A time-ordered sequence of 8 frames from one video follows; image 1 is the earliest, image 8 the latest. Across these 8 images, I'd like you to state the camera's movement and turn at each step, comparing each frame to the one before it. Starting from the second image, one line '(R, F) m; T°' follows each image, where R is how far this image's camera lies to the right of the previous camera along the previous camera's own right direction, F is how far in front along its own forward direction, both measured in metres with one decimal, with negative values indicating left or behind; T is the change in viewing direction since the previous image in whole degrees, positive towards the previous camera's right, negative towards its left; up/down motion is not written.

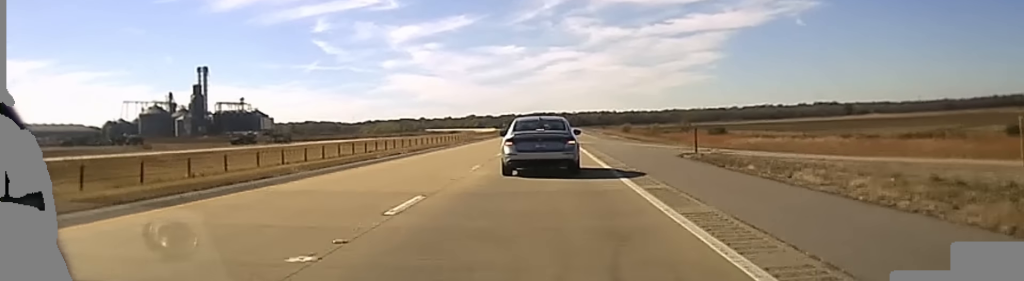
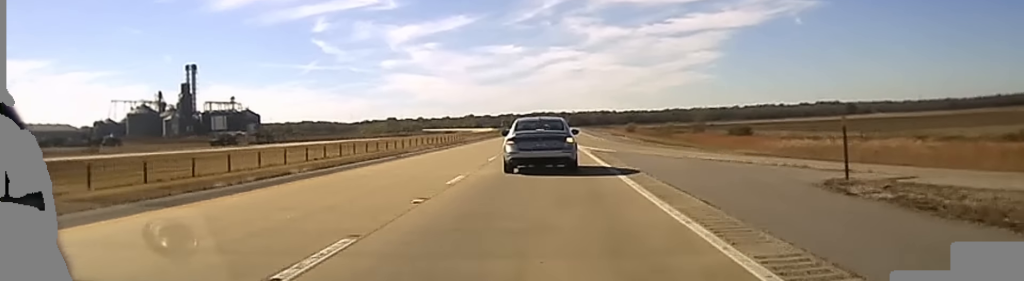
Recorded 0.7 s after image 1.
(0.0, +17.7) m; 0°
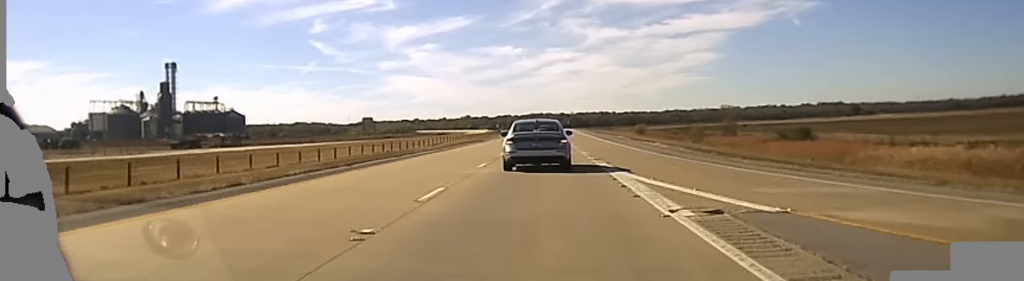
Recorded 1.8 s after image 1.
(0.0, +28.3) m; 0°
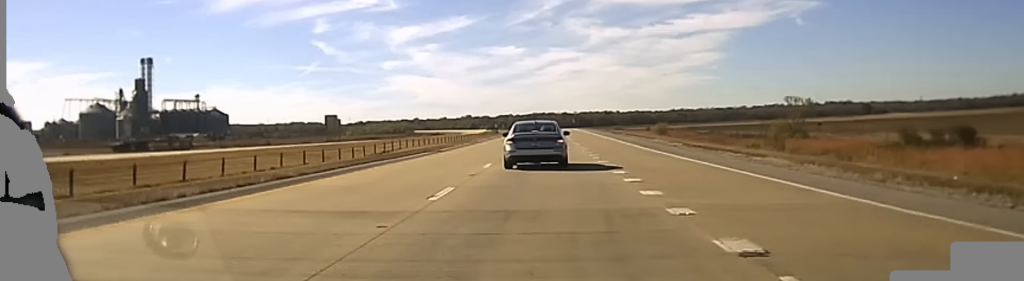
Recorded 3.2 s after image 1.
(0.0, +35.9) m; 0°
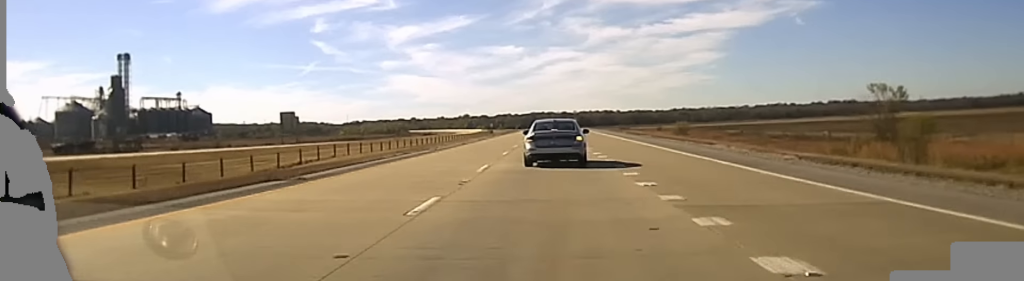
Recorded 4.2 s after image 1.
(0.0, +25.8) m; 0°
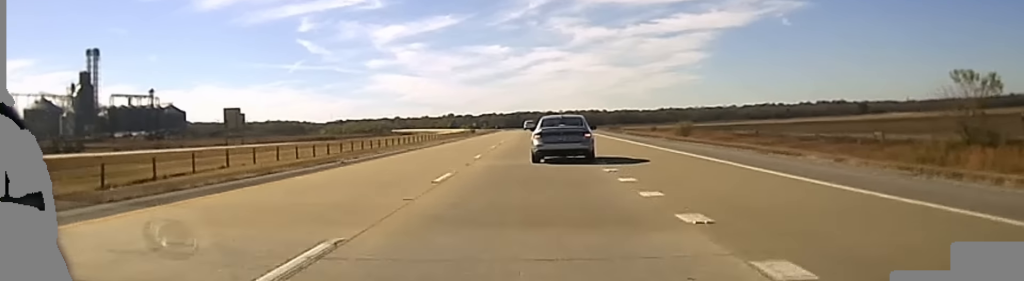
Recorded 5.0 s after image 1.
(0.0, +19.1) m; 0°
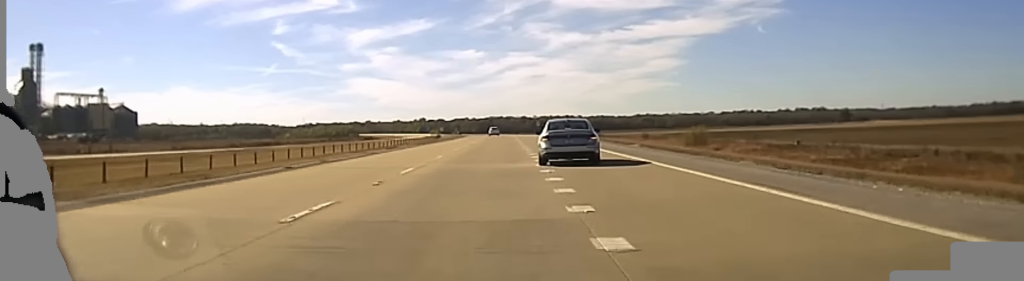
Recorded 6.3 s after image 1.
(+0.2, +30.7) m; +2°
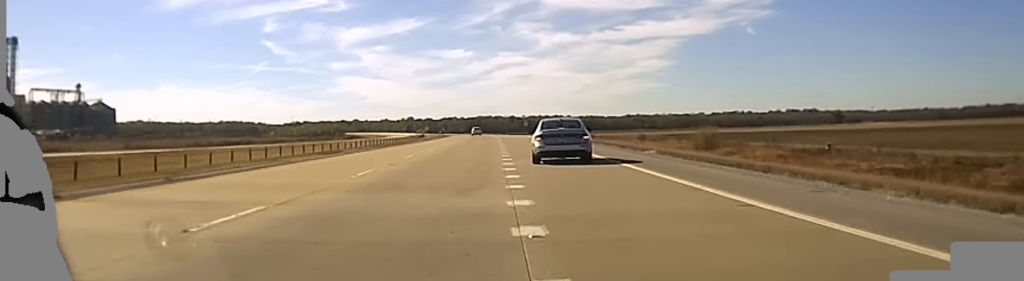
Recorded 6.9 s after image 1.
(+0.3, +13.8) m; +1°
